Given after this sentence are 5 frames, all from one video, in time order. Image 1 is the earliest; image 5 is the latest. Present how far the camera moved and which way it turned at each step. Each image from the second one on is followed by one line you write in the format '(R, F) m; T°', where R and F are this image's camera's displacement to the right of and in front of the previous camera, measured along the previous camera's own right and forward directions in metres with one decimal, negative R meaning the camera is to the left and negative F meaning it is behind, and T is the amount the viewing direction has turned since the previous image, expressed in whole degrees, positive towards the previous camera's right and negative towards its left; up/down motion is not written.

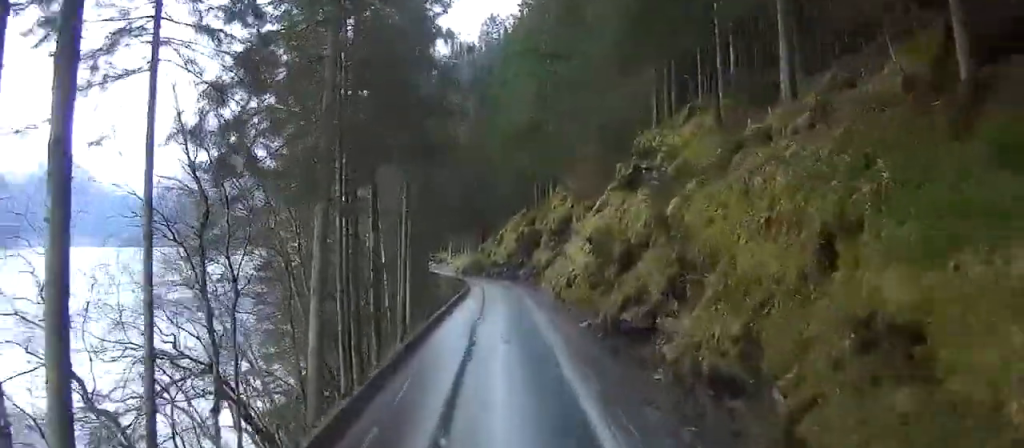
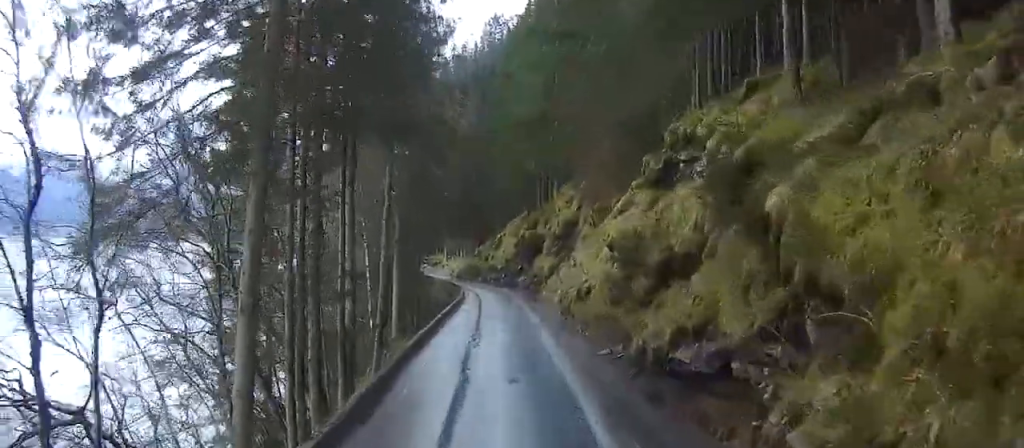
(0.0, +7.3) m; +1°
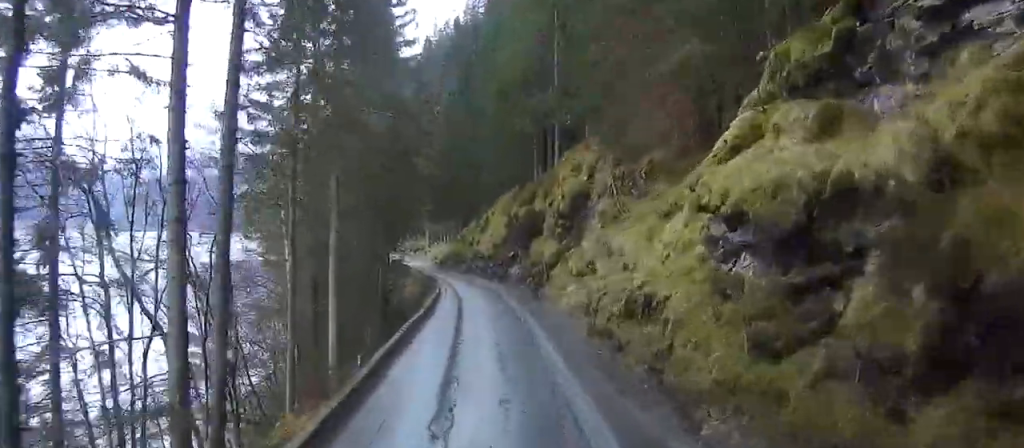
(+0.4, +18.7) m; +4°
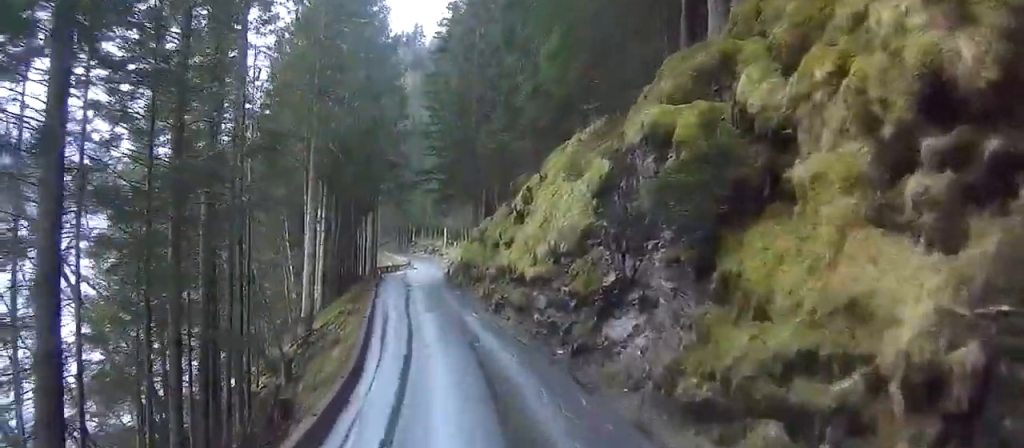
(+0.3, +51.7) m; -1°
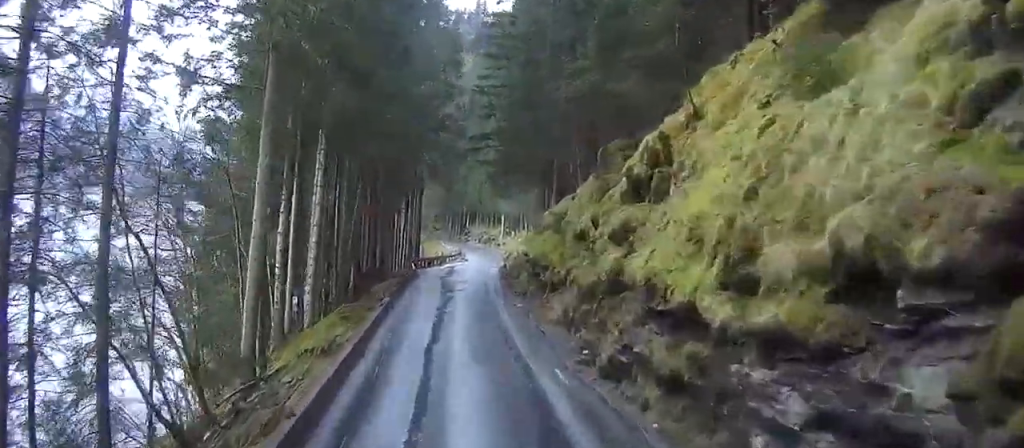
(-0.8, +20.9) m; -3°
